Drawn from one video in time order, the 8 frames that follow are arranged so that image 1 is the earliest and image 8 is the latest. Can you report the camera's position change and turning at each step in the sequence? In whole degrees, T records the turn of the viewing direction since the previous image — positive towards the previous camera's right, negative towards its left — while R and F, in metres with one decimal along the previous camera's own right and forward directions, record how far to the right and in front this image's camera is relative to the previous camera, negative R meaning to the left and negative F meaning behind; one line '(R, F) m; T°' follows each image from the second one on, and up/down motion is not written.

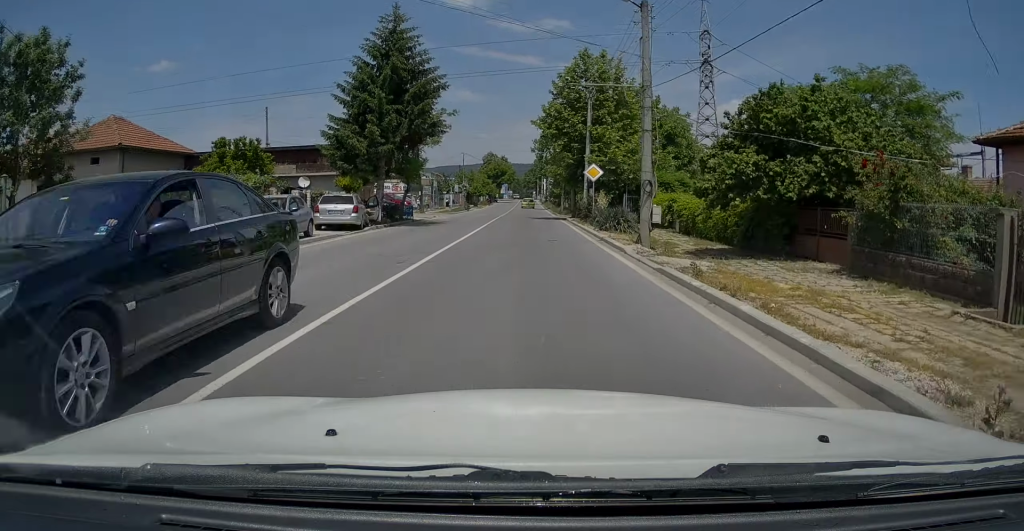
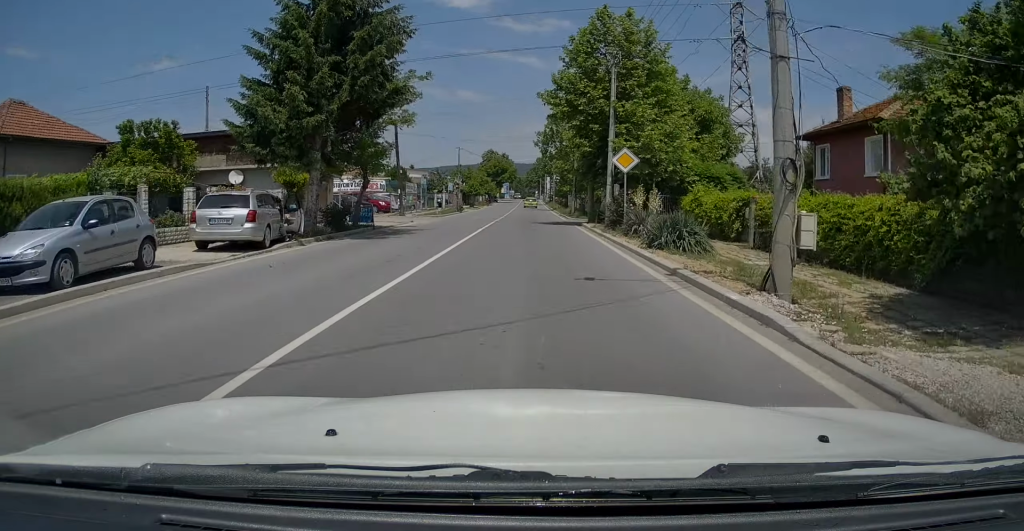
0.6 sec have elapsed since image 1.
(0.0, +9.1) m; 0°
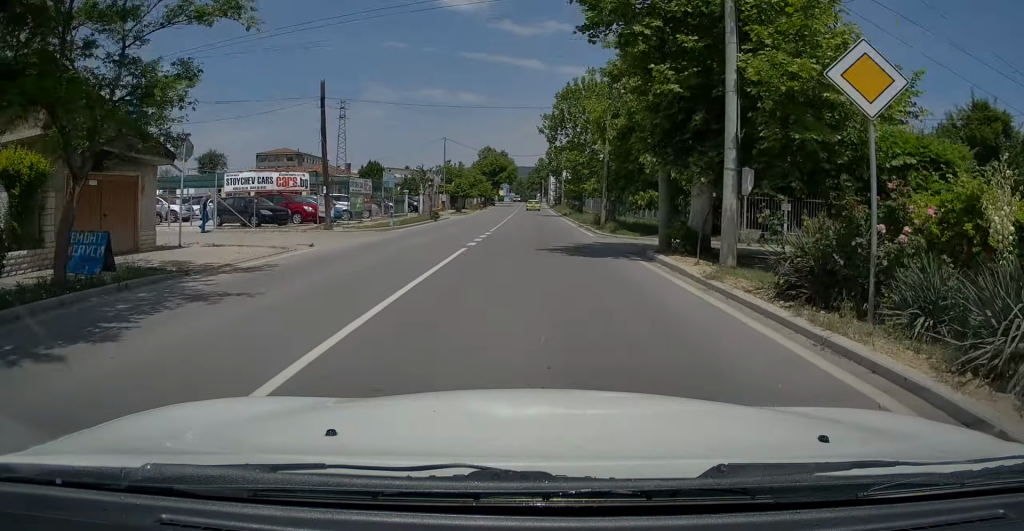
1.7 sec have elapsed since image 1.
(+0.1, +15.9) m; 0°
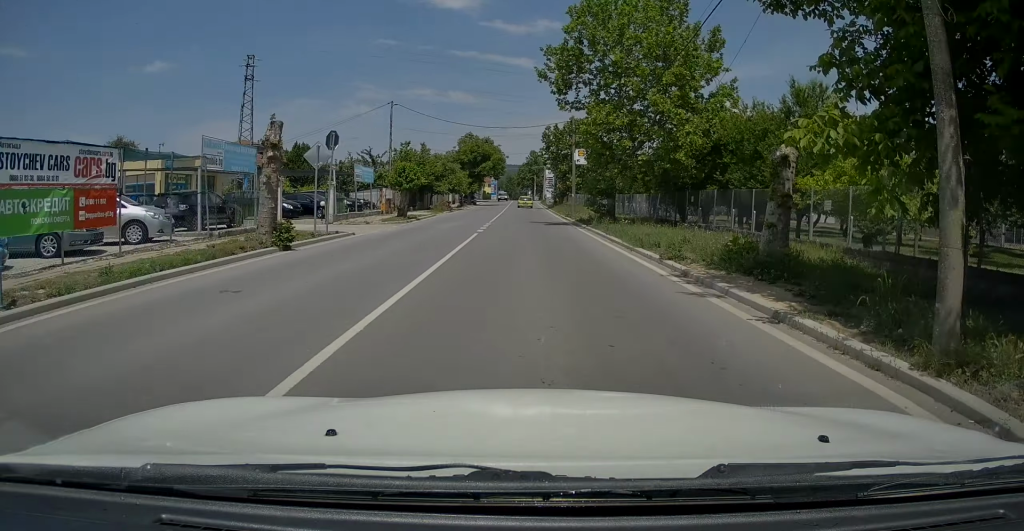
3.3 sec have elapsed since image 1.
(-0.1, +23.0) m; 0°
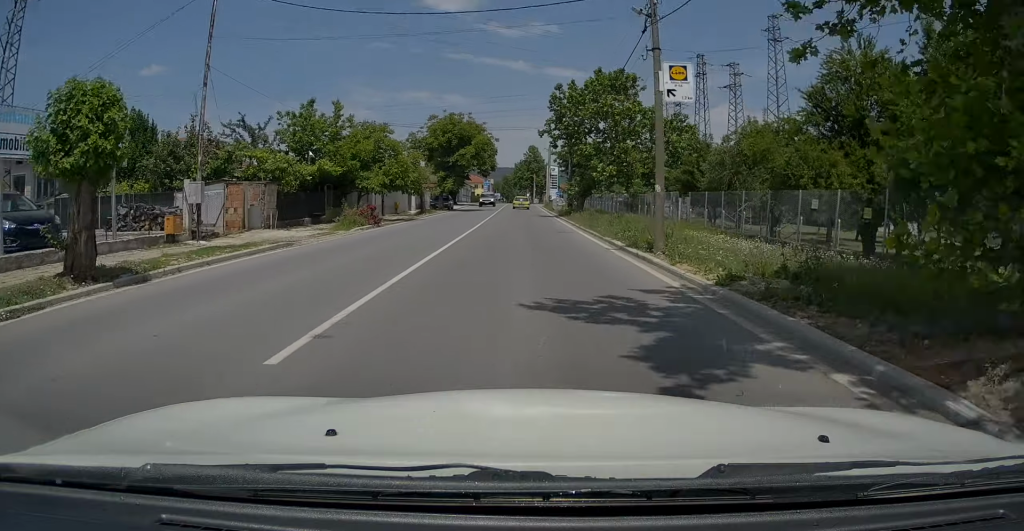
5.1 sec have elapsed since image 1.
(+0.2, +25.8) m; +1°
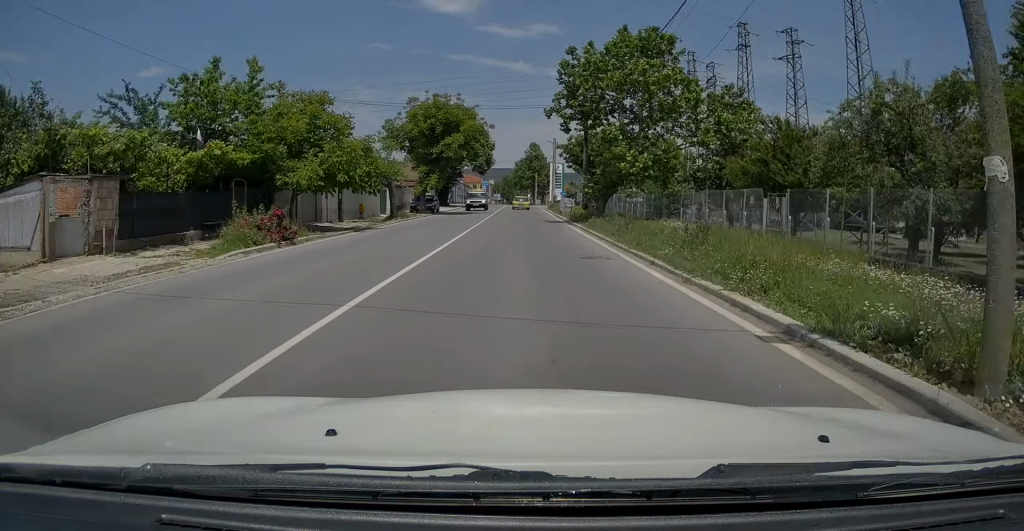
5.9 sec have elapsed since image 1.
(+0.1, +10.4) m; 0°
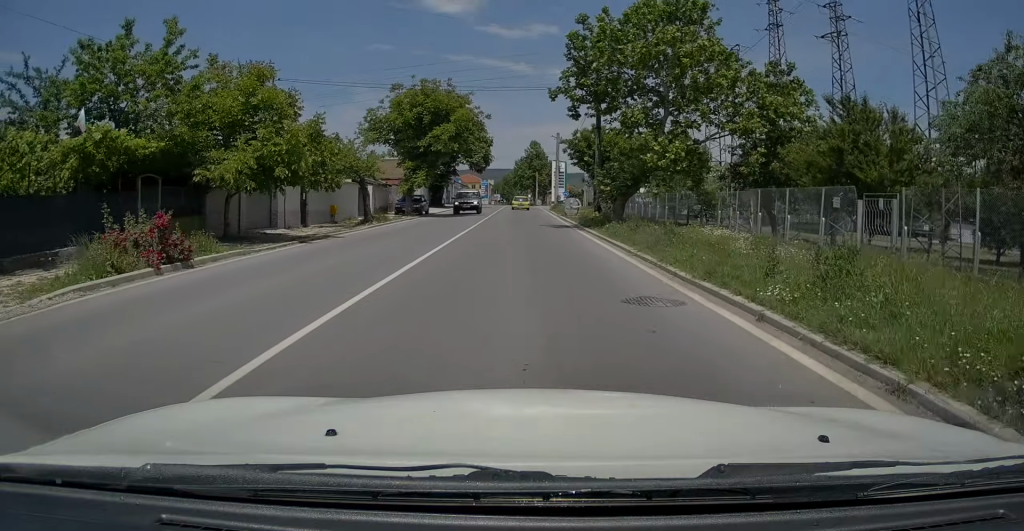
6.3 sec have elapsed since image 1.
(0.0, +5.7) m; 0°
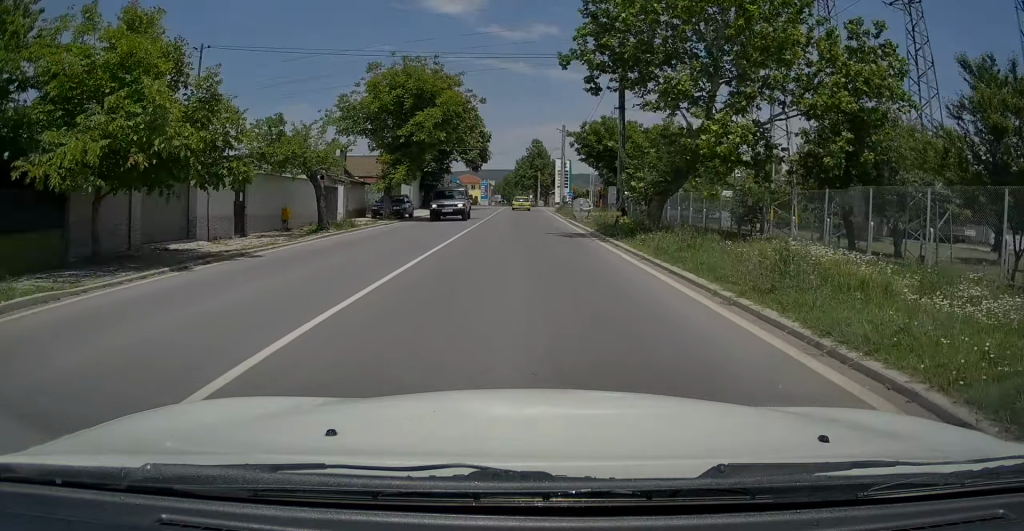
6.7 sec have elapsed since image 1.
(0.0, +6.7) m; 0°
